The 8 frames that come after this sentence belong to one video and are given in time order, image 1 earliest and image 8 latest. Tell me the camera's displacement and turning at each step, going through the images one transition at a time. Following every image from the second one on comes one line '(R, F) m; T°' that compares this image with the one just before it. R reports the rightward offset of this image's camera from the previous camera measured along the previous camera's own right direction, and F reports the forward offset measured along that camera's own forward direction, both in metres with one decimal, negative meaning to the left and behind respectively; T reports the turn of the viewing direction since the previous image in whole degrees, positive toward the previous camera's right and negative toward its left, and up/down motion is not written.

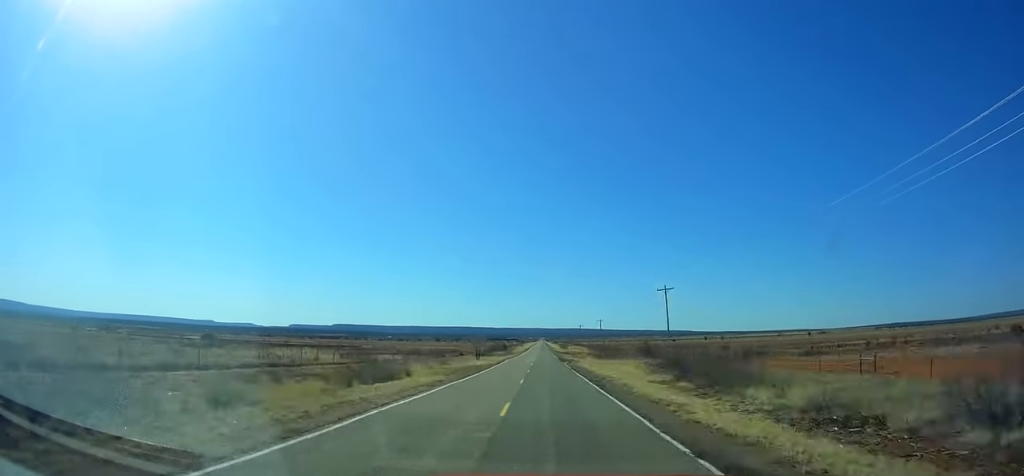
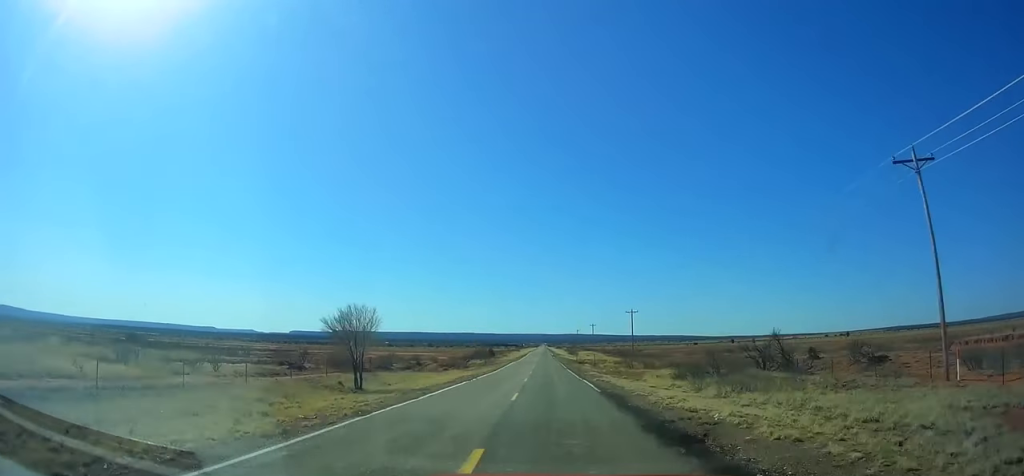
(0.0, +56.8) m; 0°
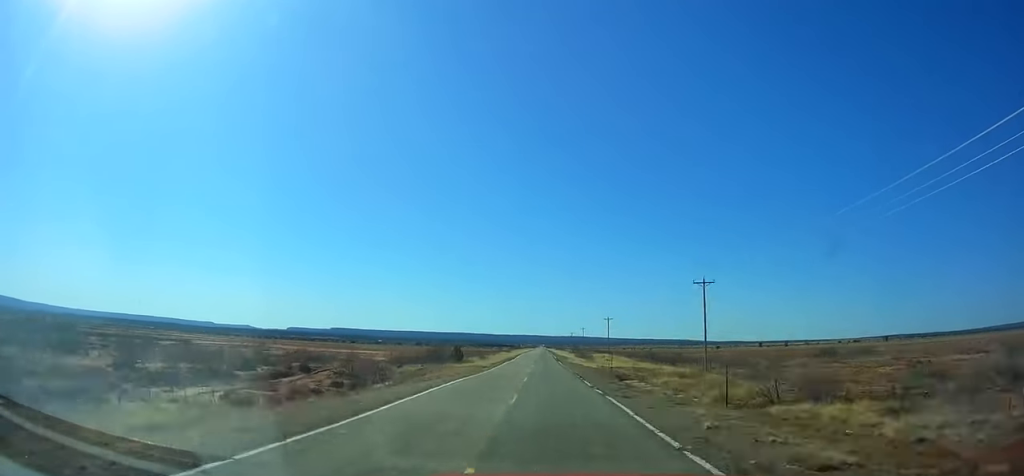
(0.0, +50.7) m; 0°
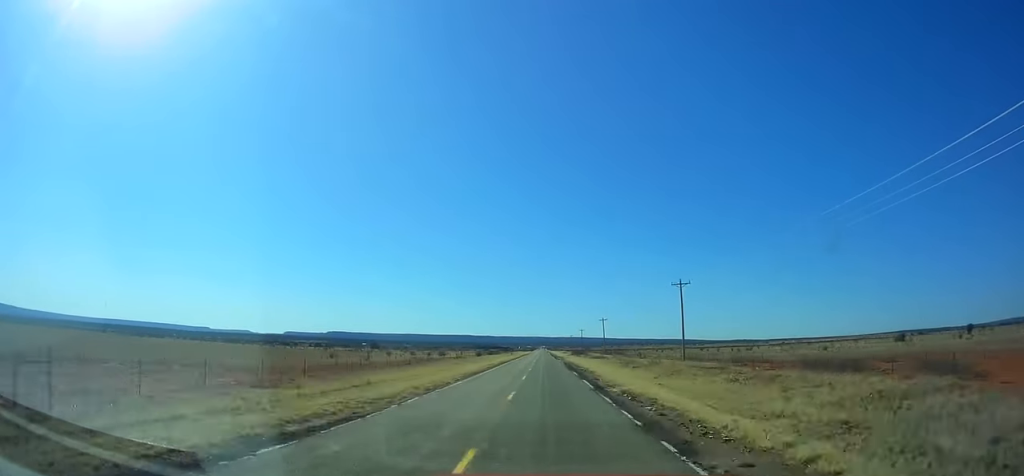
(0.0, +171.7) m; 0°
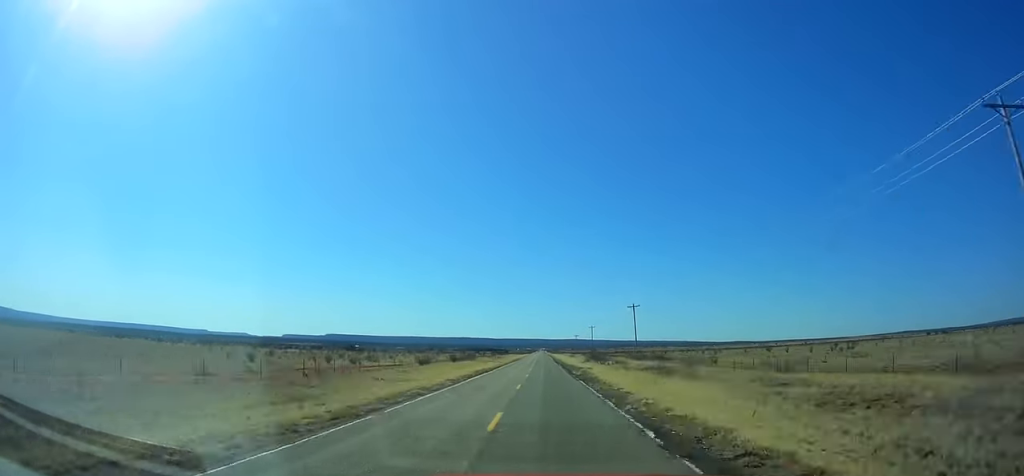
(0.0, +55.8) m; 0°
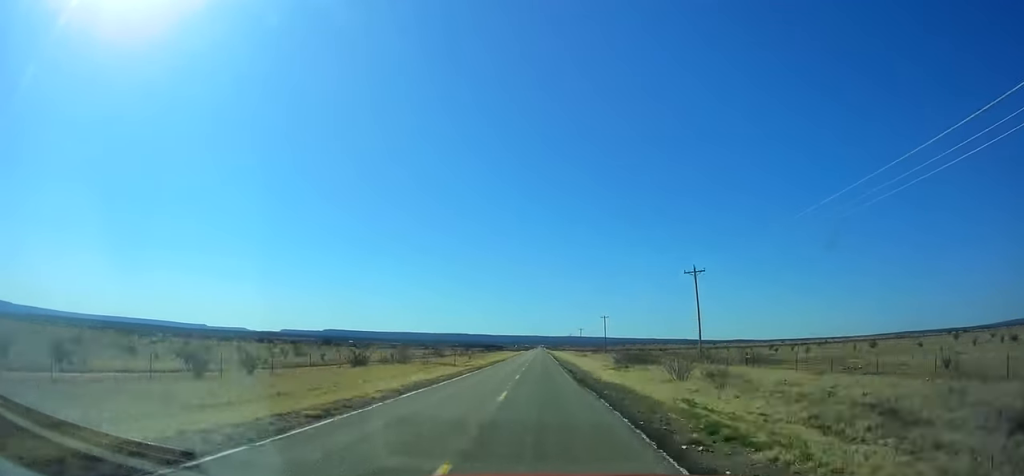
(0.0, +43.8) m; 0°
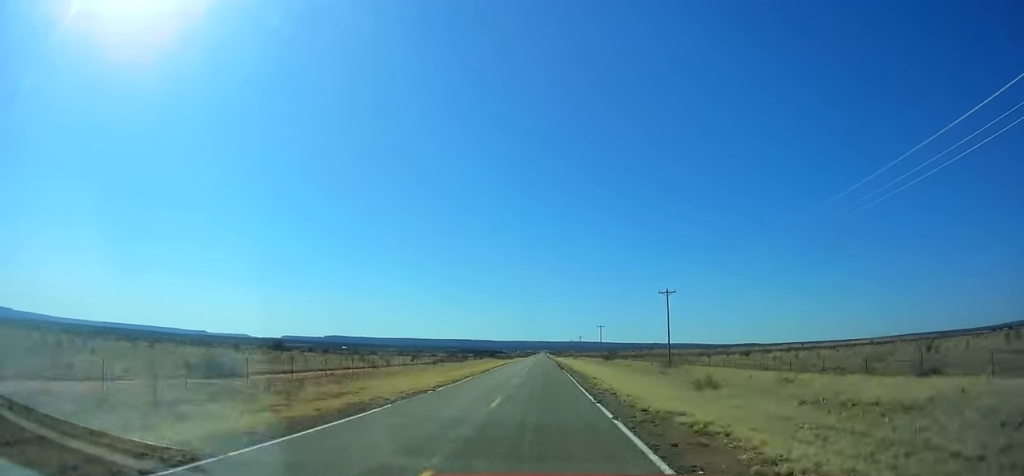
(0.0, +72.9) m; 0°
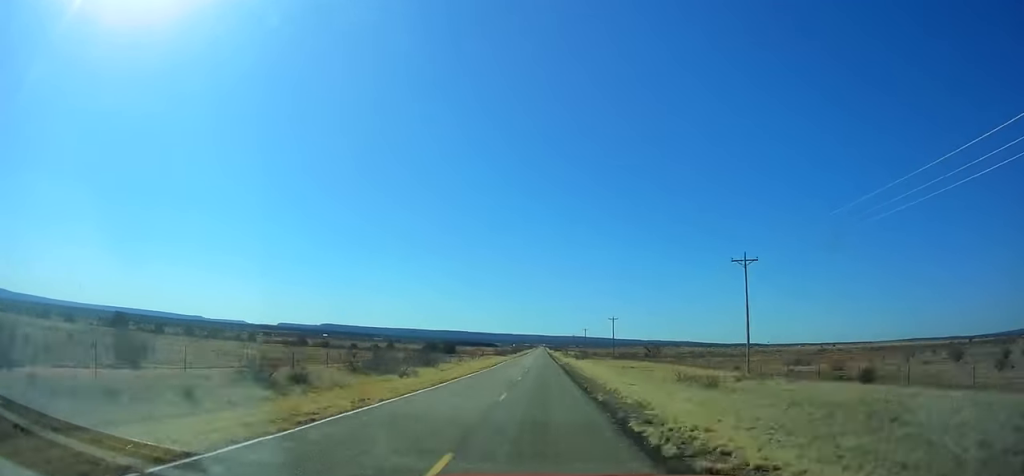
(0.0, +122.2) m; 0°
